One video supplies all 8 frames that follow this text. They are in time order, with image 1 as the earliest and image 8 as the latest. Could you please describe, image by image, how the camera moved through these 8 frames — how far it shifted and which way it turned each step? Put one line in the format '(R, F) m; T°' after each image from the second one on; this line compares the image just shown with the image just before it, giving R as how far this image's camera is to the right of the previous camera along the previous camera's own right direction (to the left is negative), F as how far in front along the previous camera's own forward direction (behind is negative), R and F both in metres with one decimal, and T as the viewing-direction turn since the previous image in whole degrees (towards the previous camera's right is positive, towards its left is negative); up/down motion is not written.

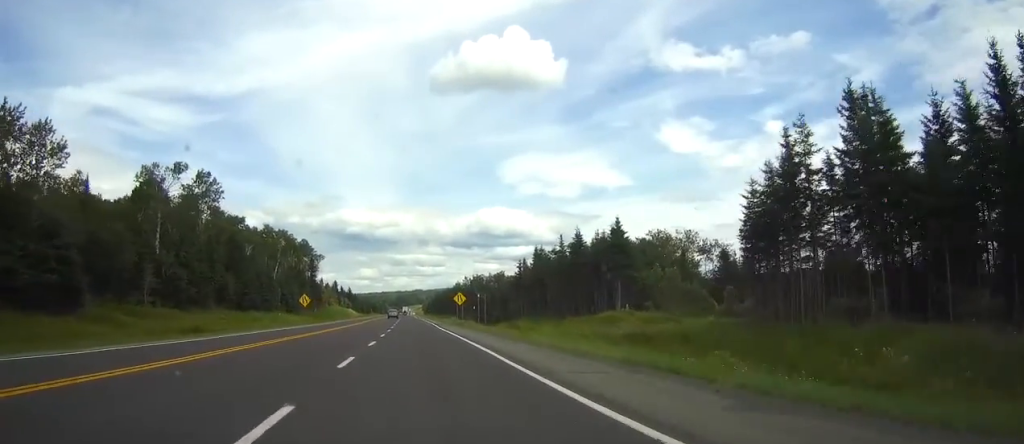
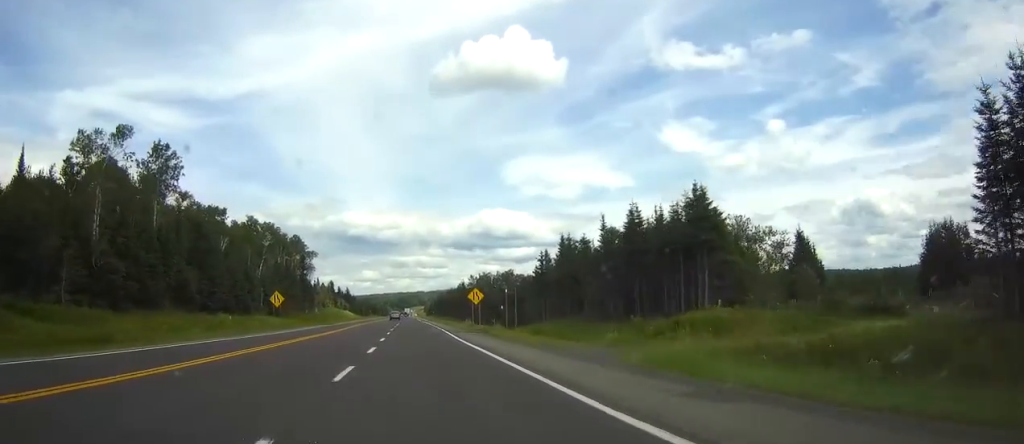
(0.0, +19.8) m; 0°
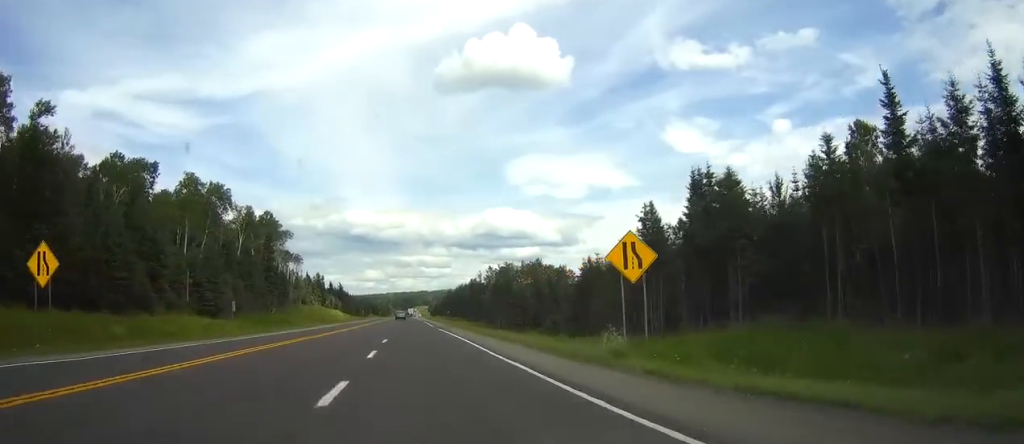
(-0.2, +47.8) m; 0°
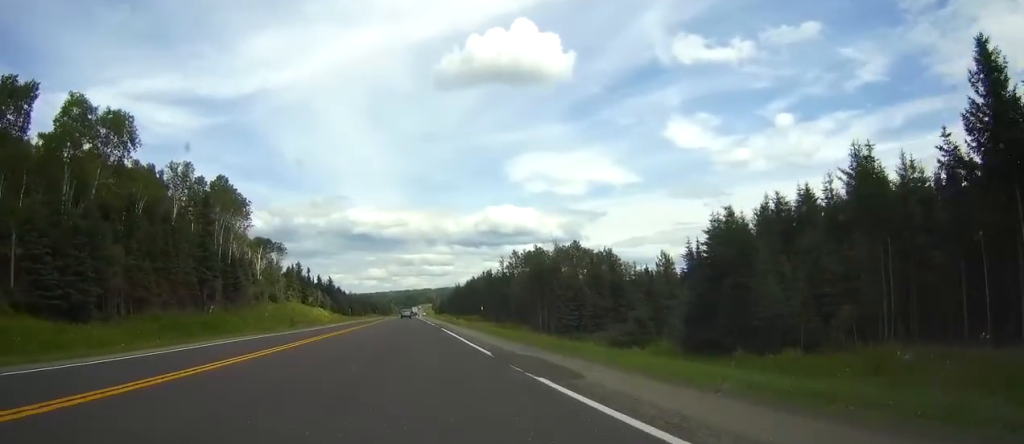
(-0.1, +43.5) m; -1°
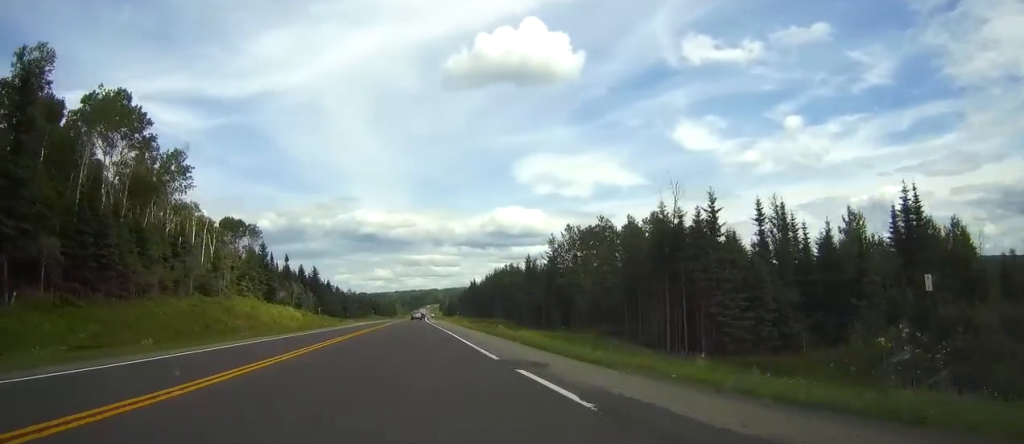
(-0.1, +49.7) m; 0°
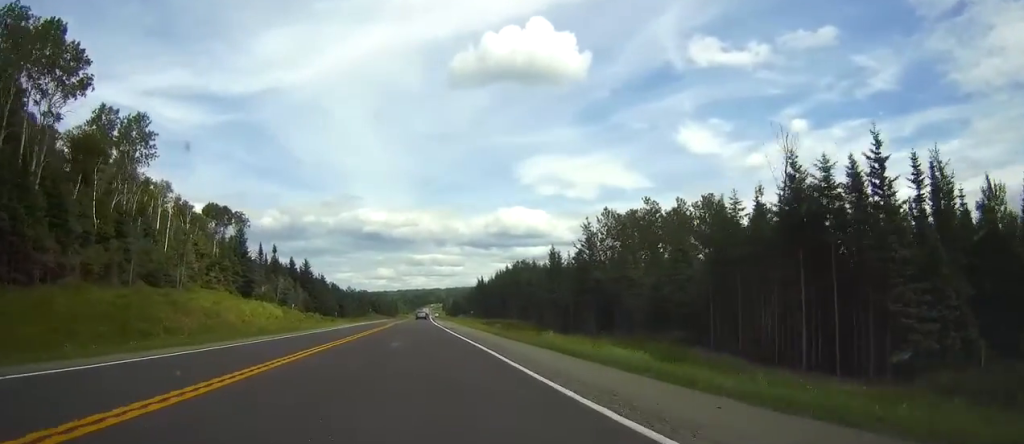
(-0.2, +19.7) m; 0°
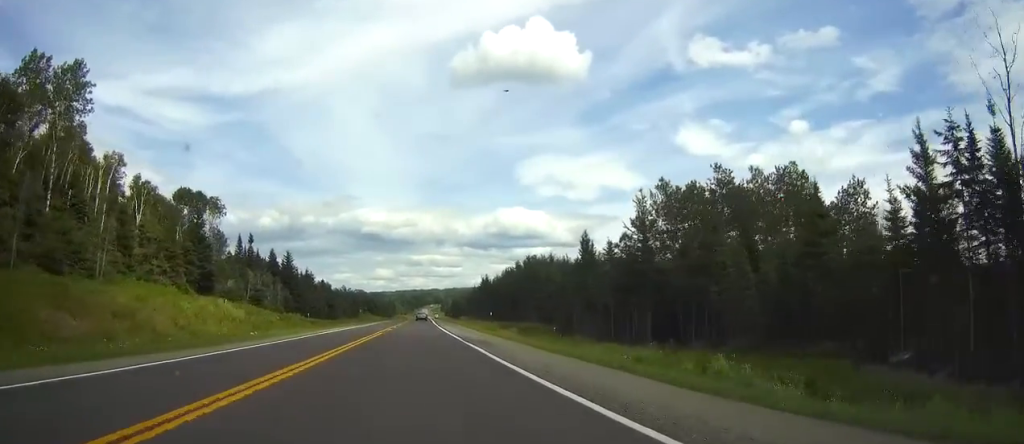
(0.0, +21.8) m; 0°
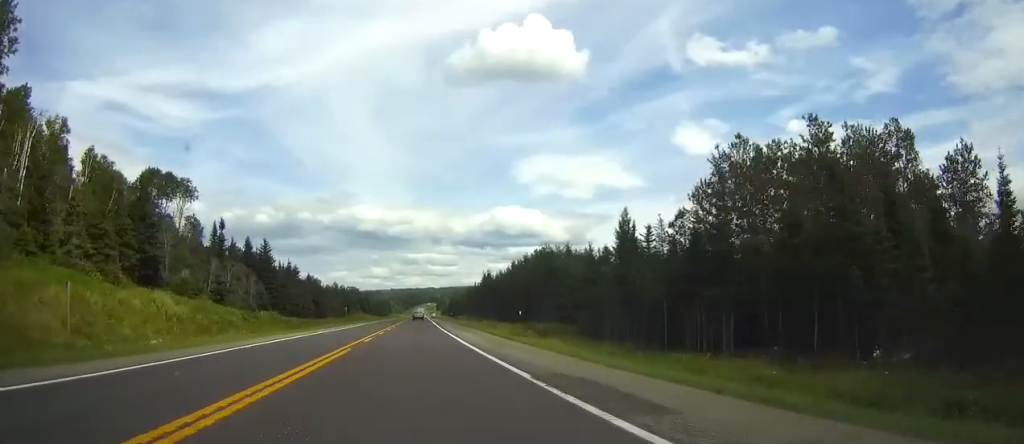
(0.0, +18.7) m; 0°
